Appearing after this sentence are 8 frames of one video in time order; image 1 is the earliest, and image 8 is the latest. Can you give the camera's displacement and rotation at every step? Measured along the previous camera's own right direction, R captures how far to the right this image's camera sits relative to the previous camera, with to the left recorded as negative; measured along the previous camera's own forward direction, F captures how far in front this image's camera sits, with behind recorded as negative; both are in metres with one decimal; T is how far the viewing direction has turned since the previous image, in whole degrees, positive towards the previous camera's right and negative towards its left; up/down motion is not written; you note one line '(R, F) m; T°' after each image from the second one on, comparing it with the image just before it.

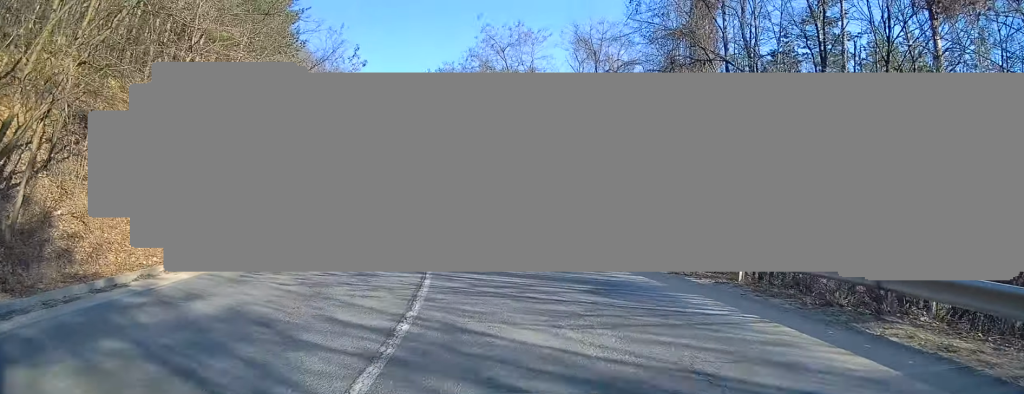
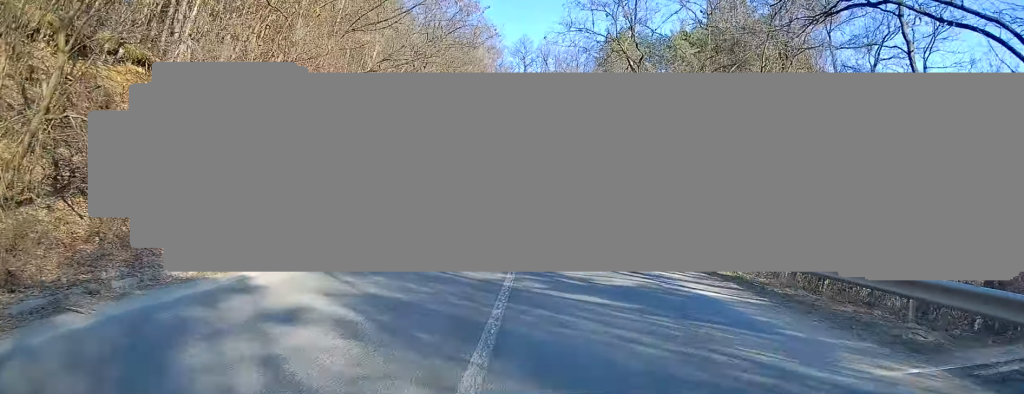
(-4.9, +29.8) m; -15°
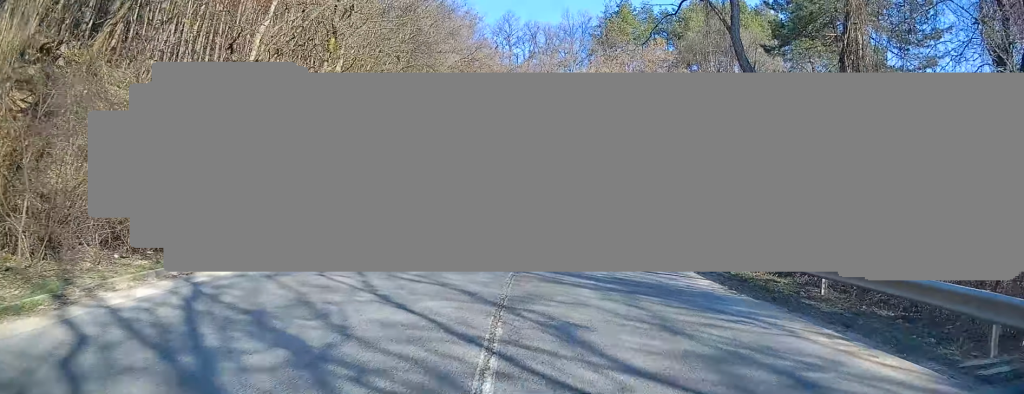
(-0.3, +13.6) m; +2°
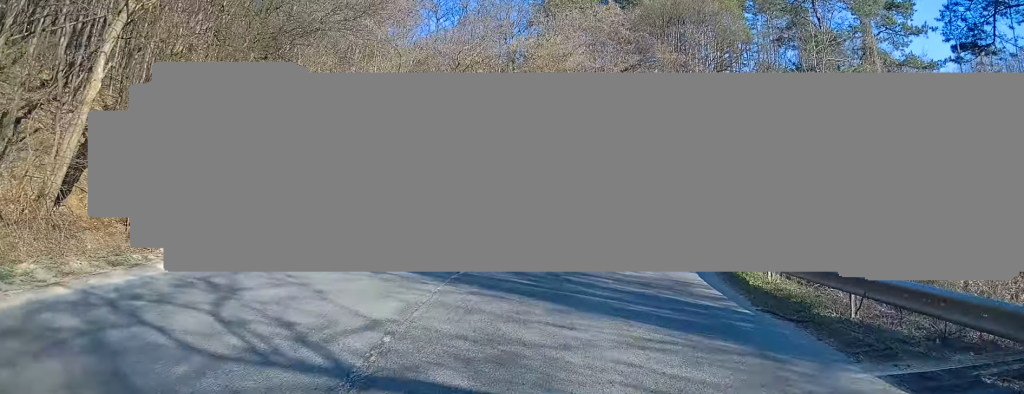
(+0.3, +10.3) m; +6°
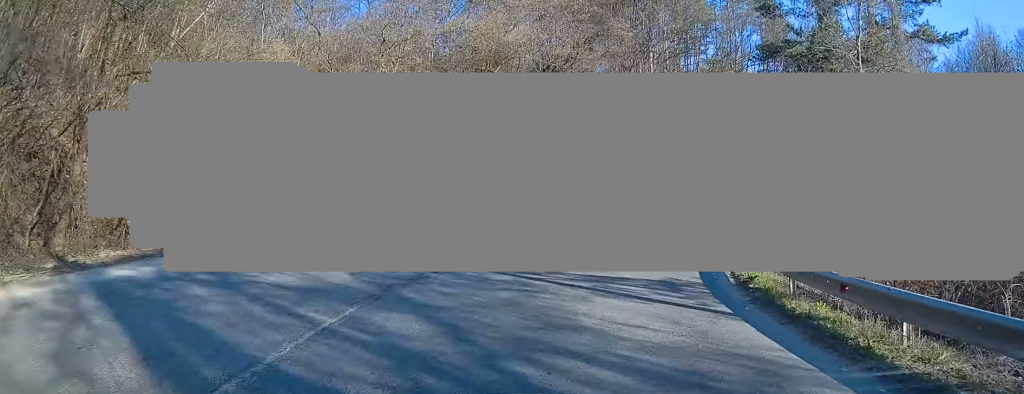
(0.0, +6.0) m; +5°
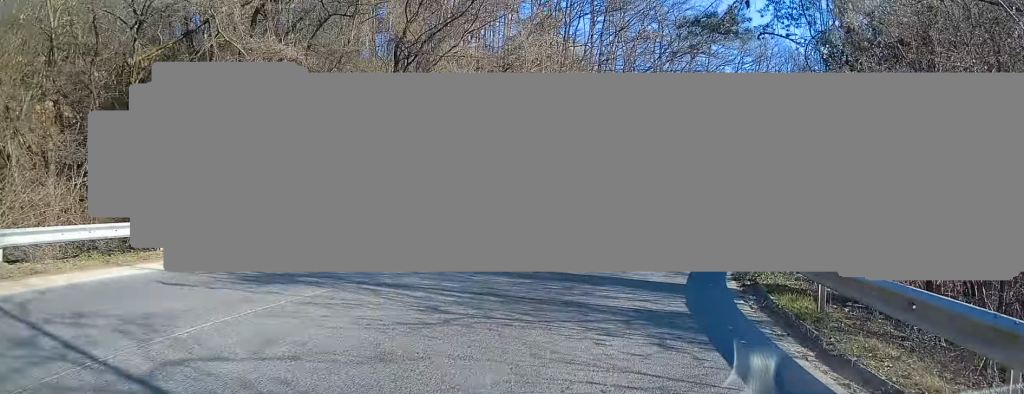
(+2.0, +14.6) m; +22°
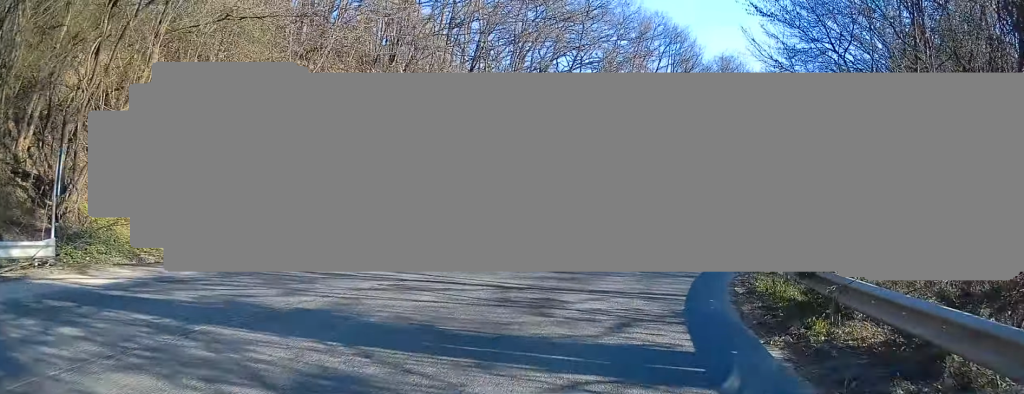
(+1.8, +9.1) m; +13°
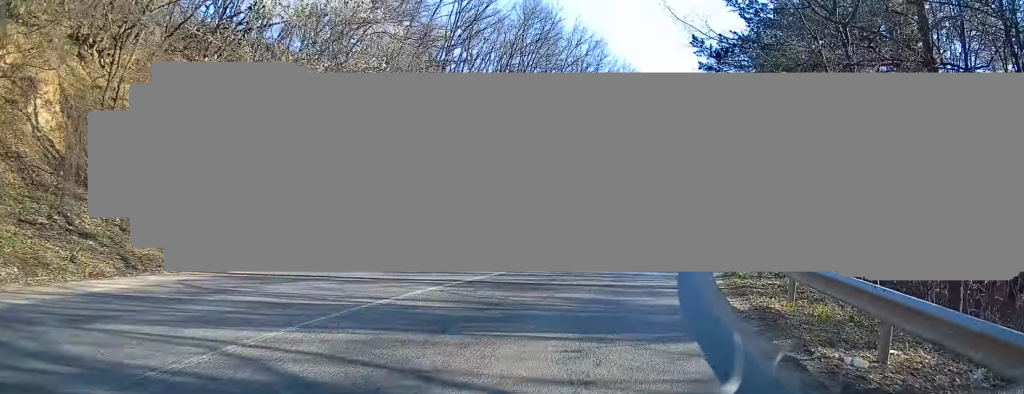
(+1.8, +14.7) m; +13°
